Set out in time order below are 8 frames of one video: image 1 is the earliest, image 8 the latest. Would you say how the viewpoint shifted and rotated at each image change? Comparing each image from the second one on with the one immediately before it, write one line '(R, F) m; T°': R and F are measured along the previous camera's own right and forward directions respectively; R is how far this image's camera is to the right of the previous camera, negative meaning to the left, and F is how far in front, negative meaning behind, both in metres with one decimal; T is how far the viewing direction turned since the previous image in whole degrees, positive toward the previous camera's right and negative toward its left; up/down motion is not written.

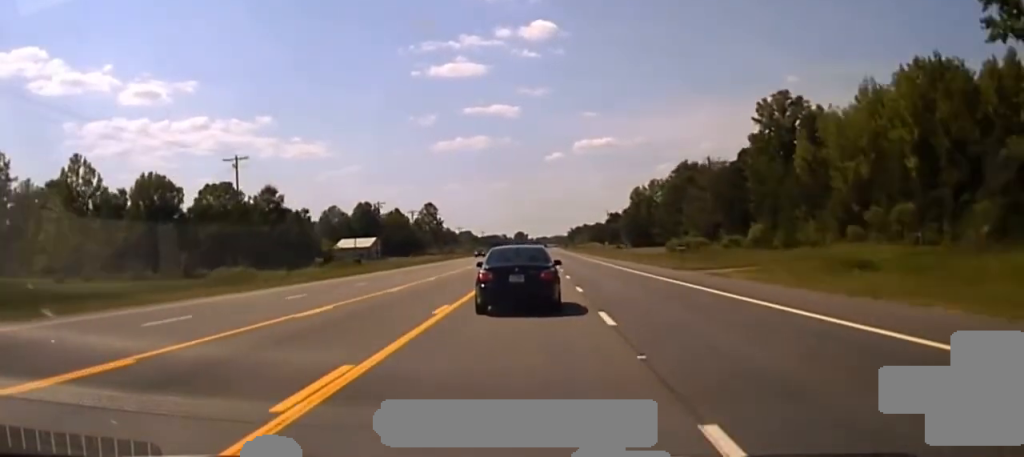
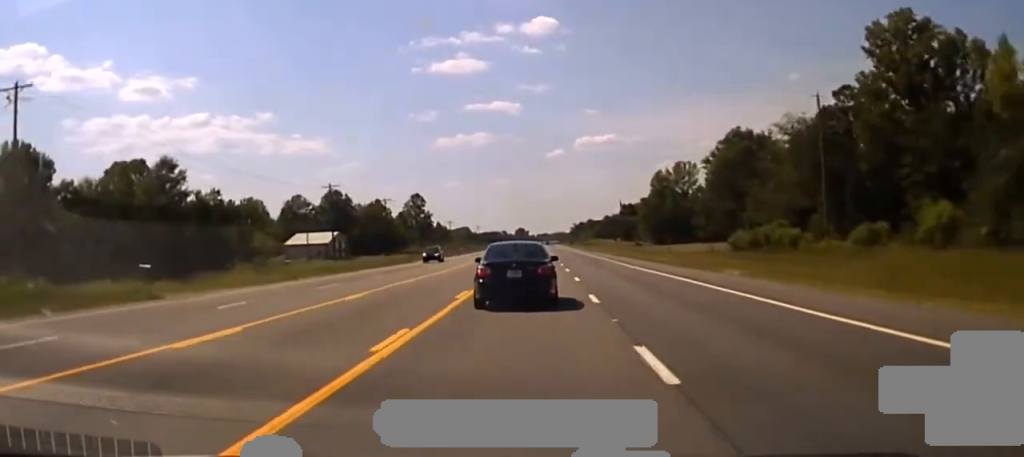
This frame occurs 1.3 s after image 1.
(-0.4, +39.5) m; -1°
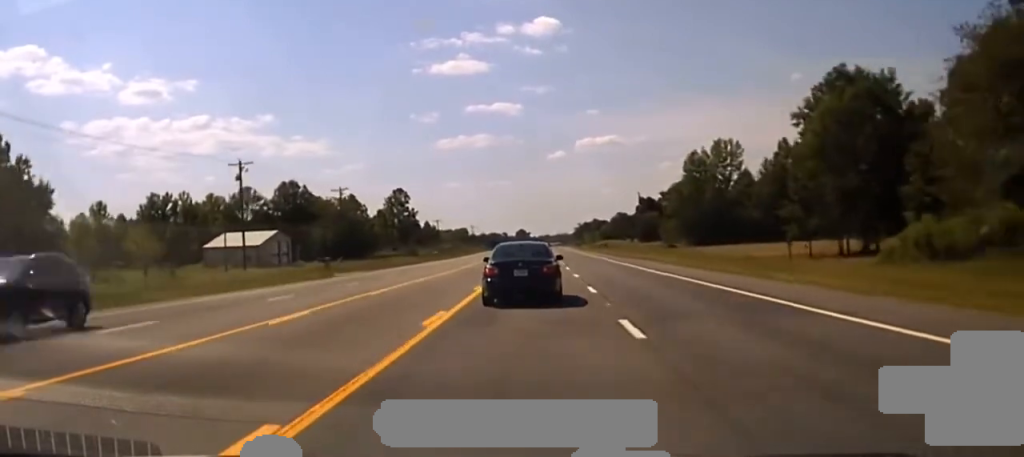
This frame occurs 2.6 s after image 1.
(-0.1, +38.3) m; 0°
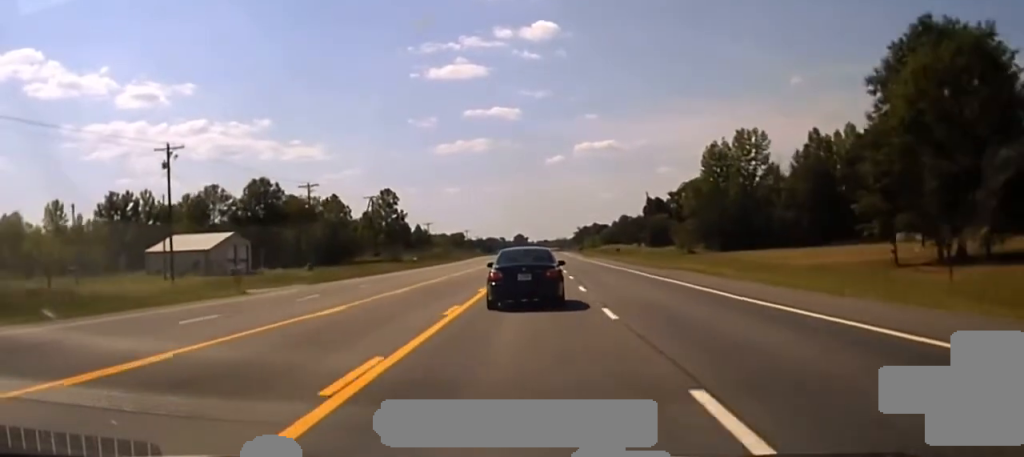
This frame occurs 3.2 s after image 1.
(+0.1, +18.8) m; 0°
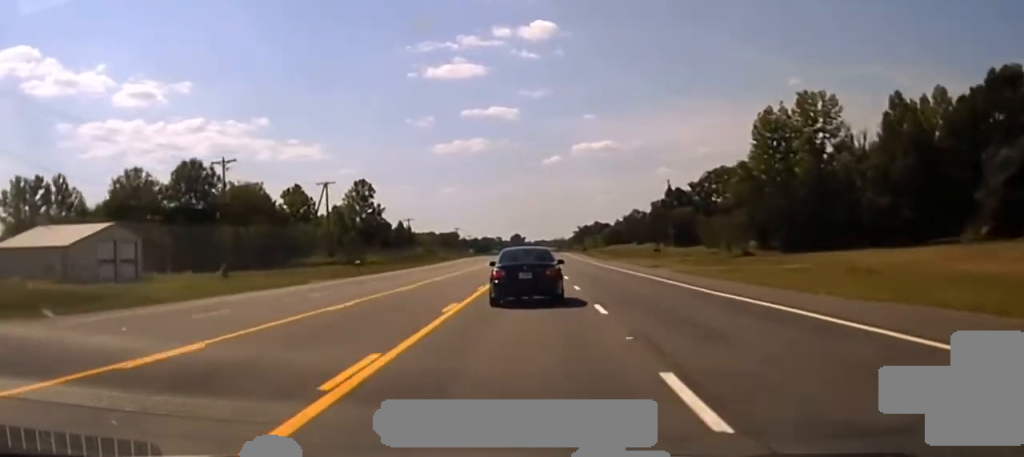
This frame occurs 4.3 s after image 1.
(+0.2, +36.0) m; 0°
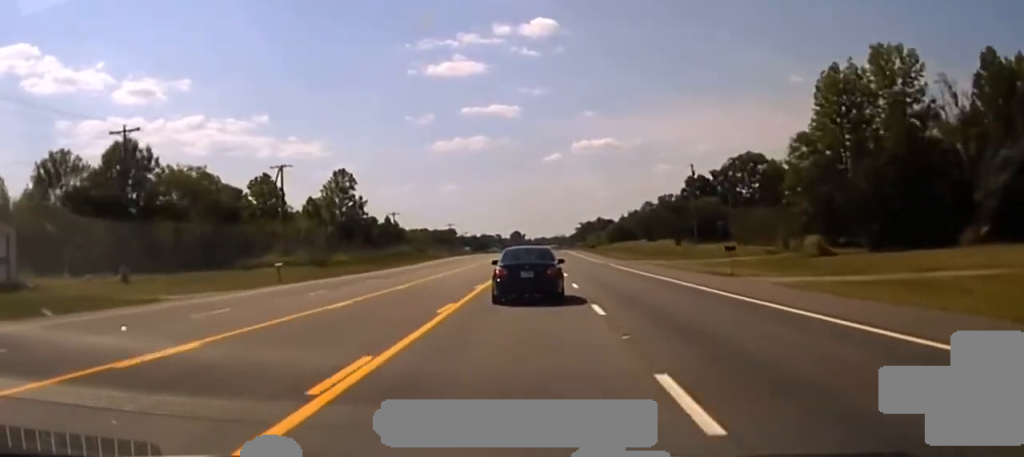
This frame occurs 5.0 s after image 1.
(0.0, +27.0) m; 0°
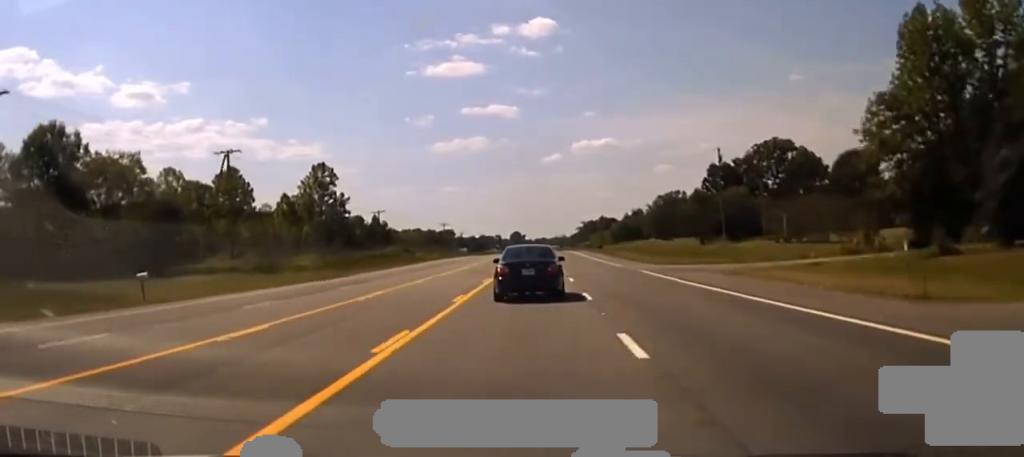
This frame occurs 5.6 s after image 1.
(-0.2, +23.5) m; 0°
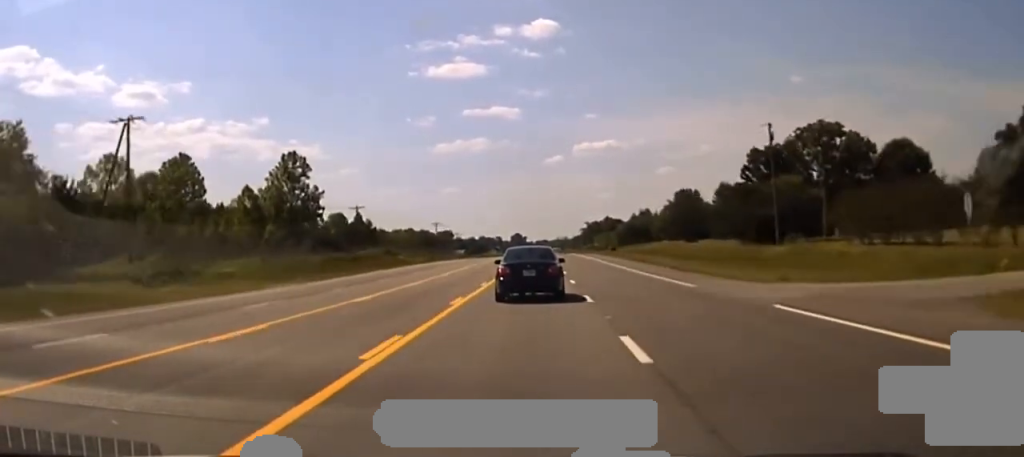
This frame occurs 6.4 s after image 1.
(+0.2, +26.7) m; 0°
